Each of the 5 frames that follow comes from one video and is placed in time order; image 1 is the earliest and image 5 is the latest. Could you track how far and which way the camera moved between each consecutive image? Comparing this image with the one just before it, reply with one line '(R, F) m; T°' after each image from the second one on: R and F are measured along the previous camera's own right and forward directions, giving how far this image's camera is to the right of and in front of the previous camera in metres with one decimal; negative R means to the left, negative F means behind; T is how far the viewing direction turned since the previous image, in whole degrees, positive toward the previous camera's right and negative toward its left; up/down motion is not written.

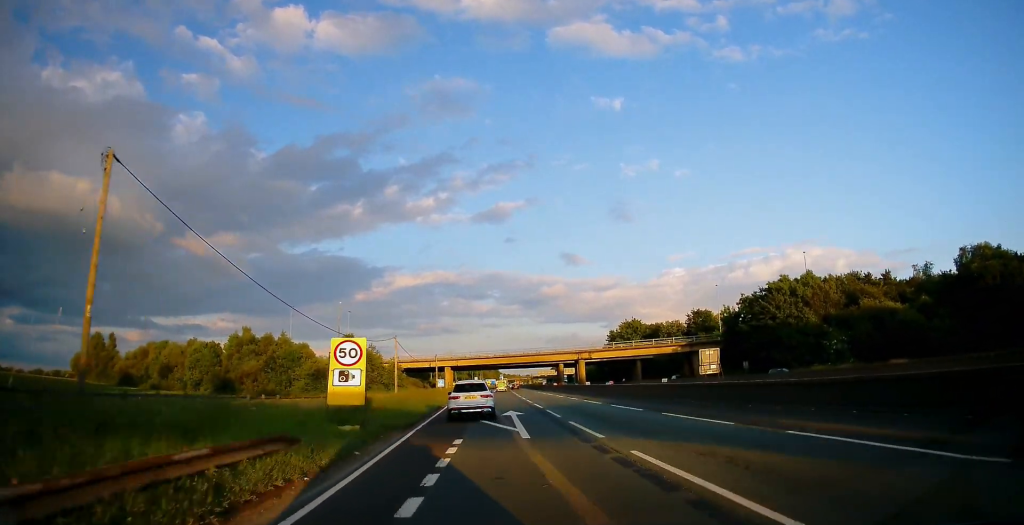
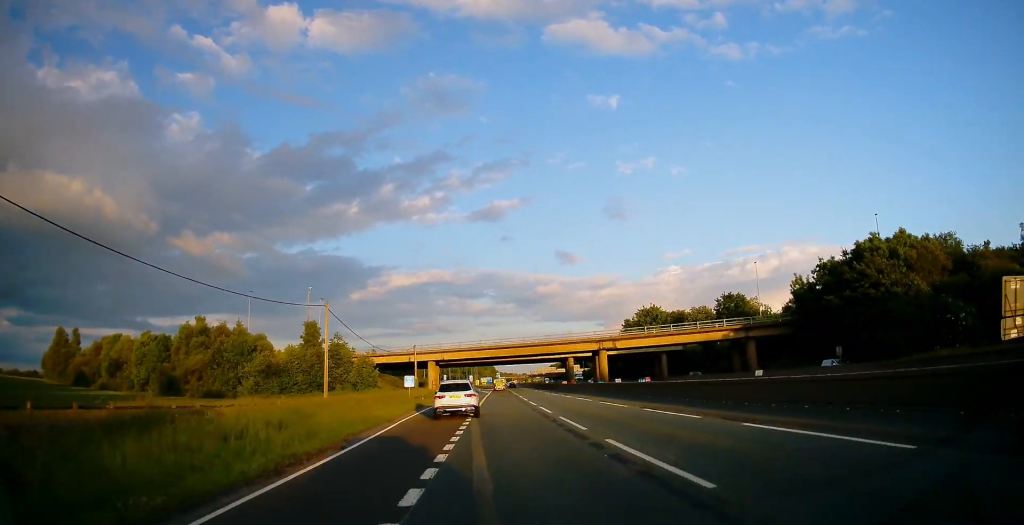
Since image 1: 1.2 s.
(+0.1, +25.2) m; 0°
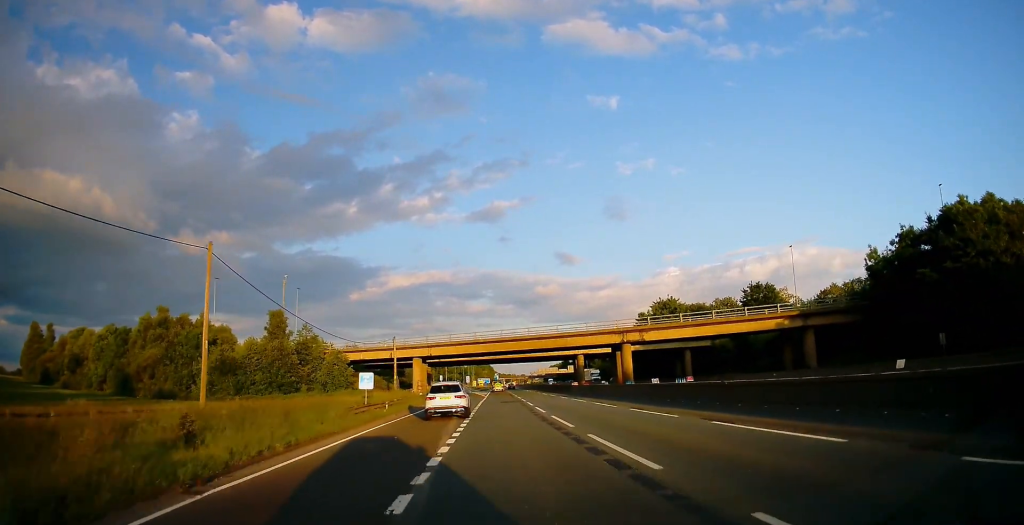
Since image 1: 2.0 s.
(0.0, +17.1) m; 0°
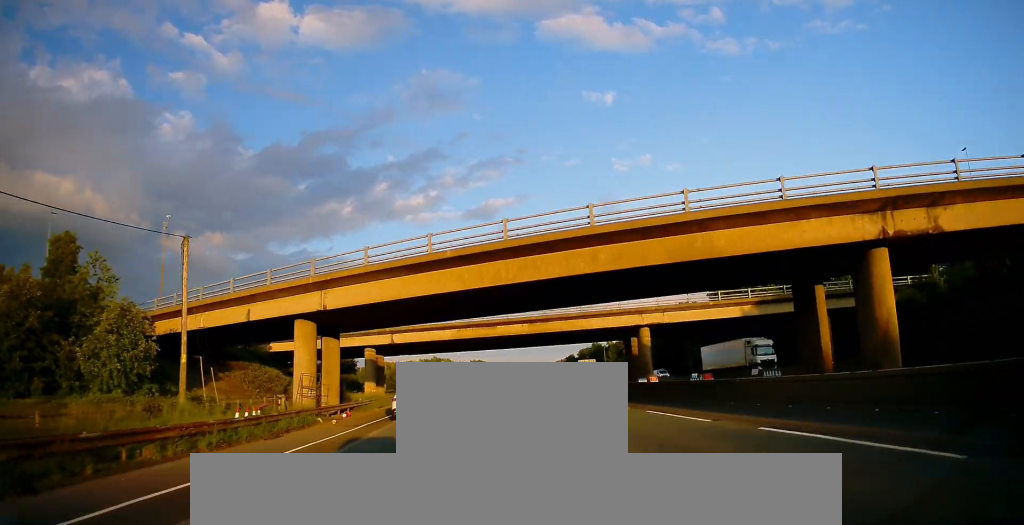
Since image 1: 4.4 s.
(-0.2, +49.0) m; 0°
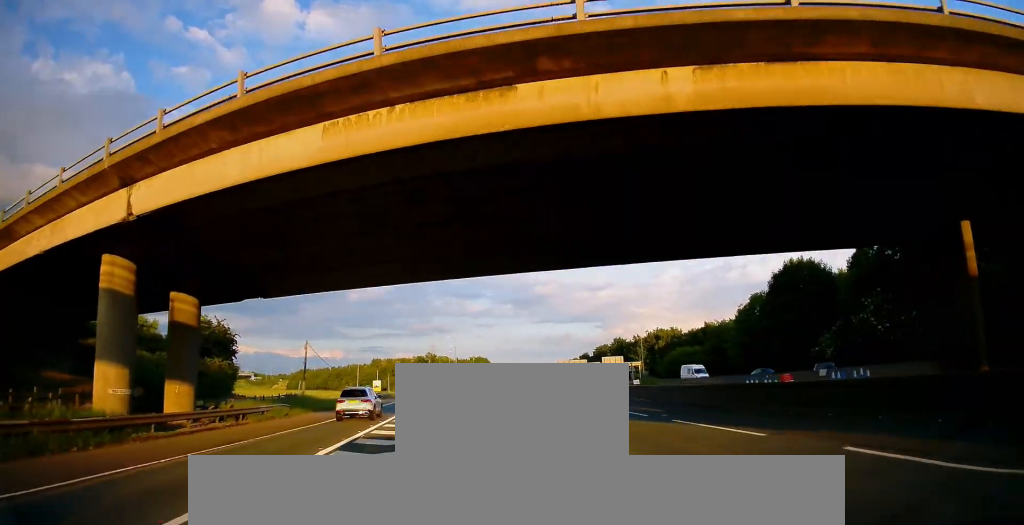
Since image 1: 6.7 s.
(+0.1, +49.7) m; +1°
